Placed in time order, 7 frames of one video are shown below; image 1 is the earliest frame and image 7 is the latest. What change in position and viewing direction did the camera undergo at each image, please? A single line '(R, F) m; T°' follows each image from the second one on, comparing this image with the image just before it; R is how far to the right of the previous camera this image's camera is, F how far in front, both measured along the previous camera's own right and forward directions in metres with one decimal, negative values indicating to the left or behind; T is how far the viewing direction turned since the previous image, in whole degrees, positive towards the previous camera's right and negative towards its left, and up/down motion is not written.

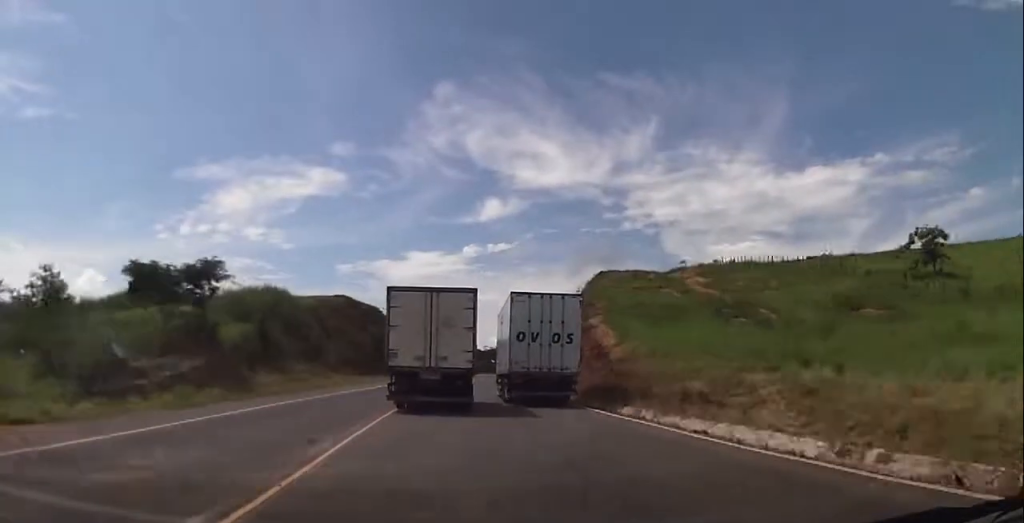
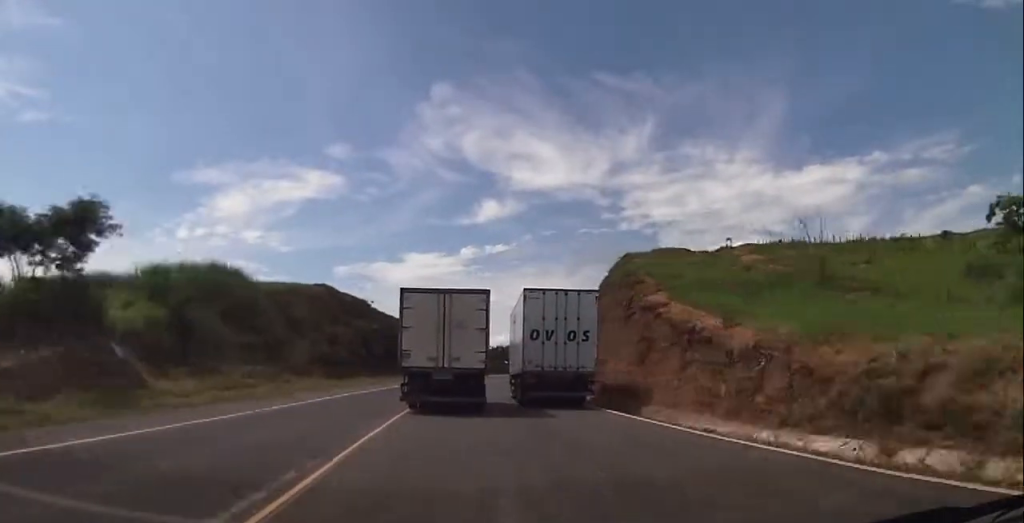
(+0.2, +13.5) m; 0°
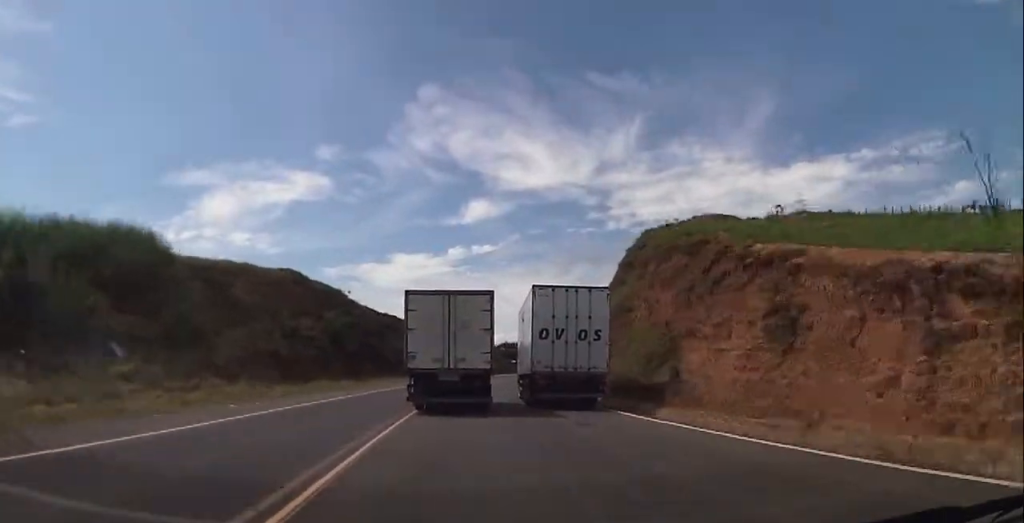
(+0.1, +12.5) m; 0°
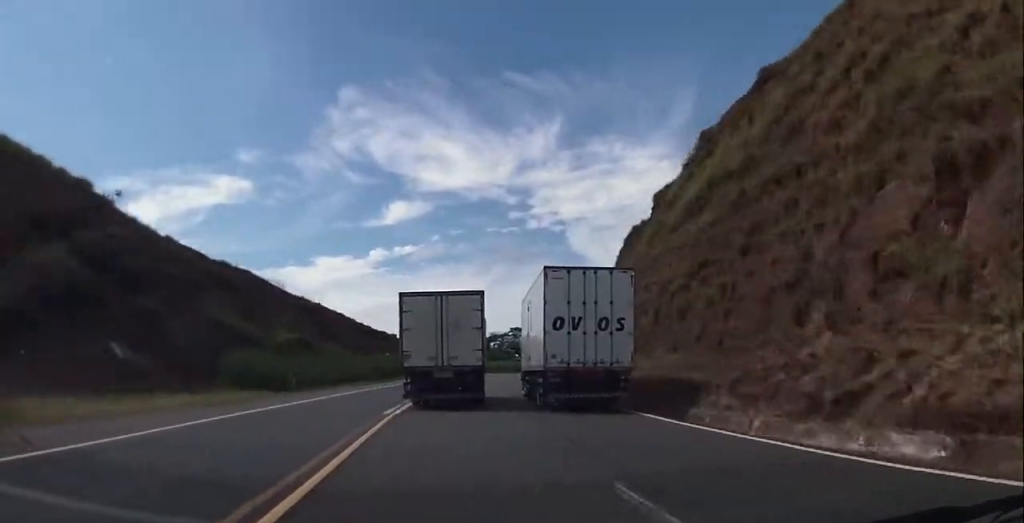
(+0.5, +45.5) m; +4°
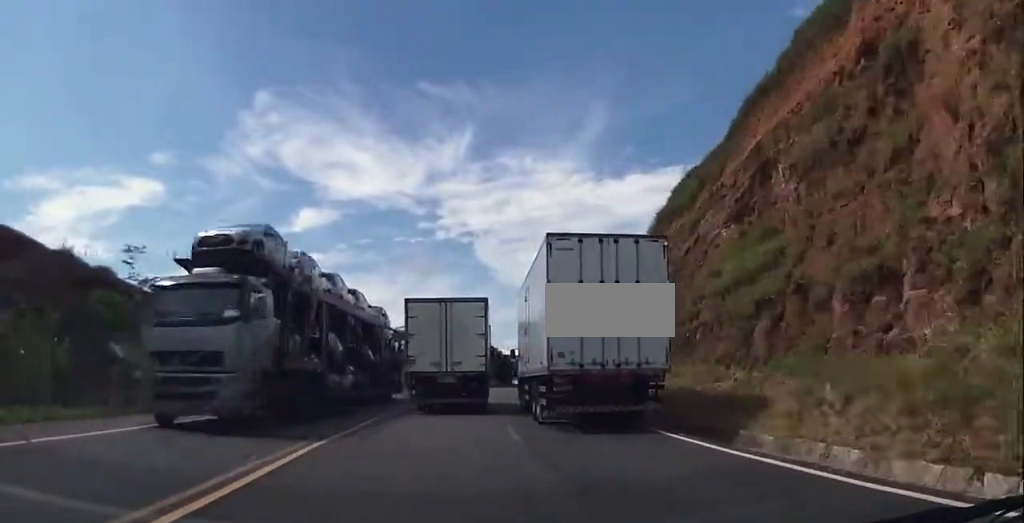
(+4.4, +56.5) m; +9°
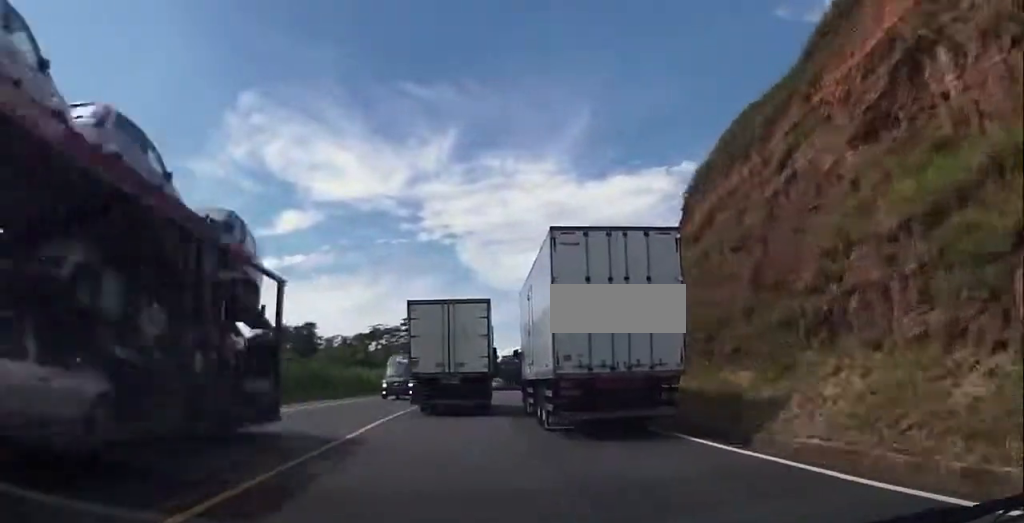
(+0.3, +10.1) m; +1°
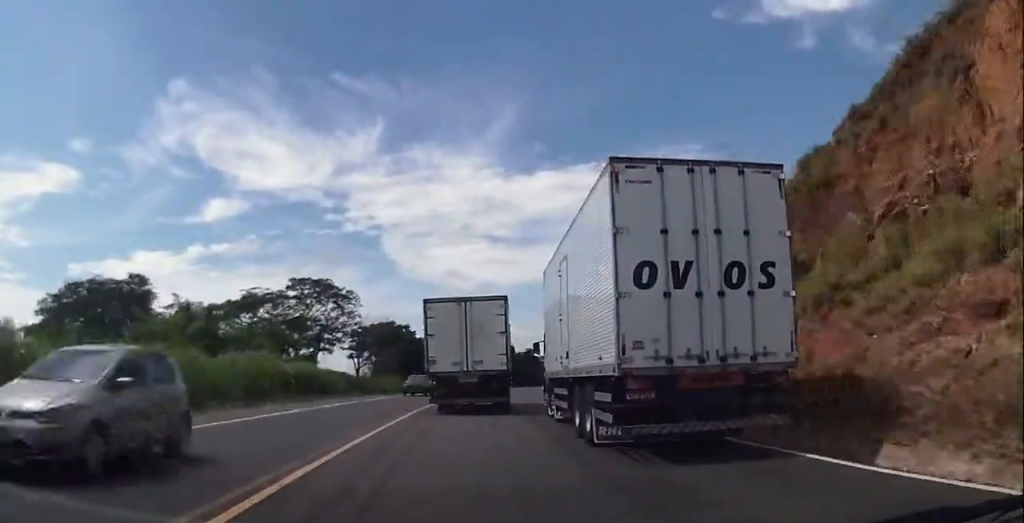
(+1.5, +38.0) m; +5°
